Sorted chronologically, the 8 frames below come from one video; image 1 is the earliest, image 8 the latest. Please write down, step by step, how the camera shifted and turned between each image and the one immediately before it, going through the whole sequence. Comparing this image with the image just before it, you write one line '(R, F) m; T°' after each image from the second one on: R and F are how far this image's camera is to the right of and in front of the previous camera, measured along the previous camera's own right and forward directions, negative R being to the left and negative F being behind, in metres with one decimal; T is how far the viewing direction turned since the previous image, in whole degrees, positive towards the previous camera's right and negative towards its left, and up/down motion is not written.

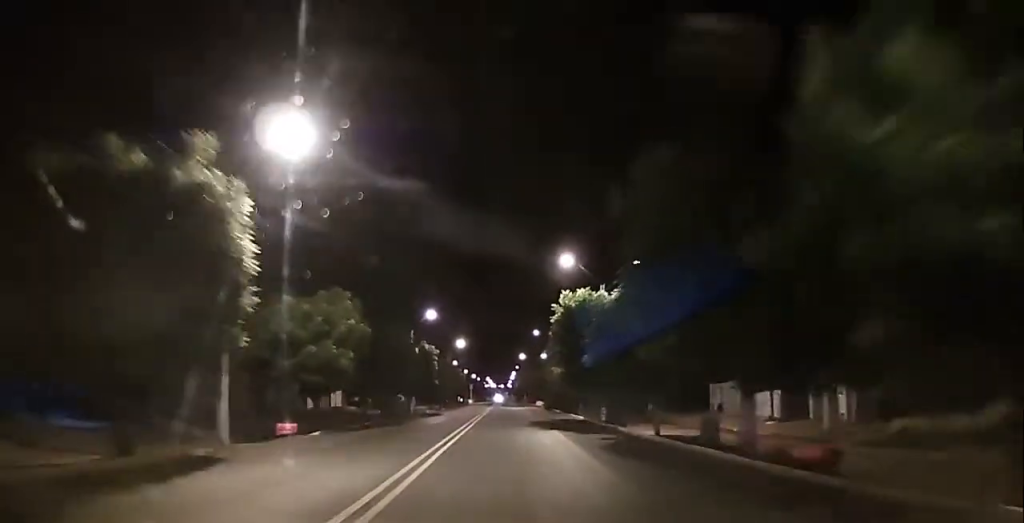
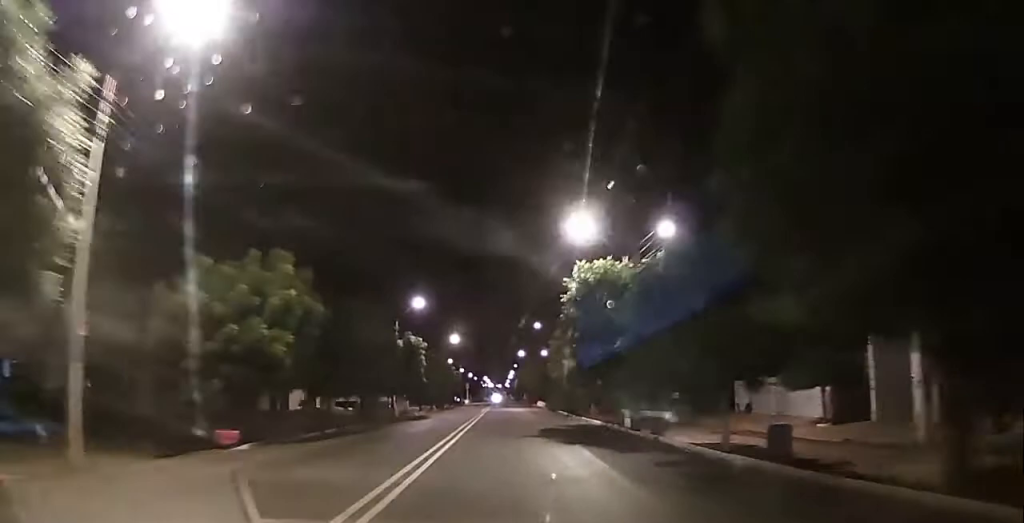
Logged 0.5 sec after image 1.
(-0.3, +7.2) m; 0°
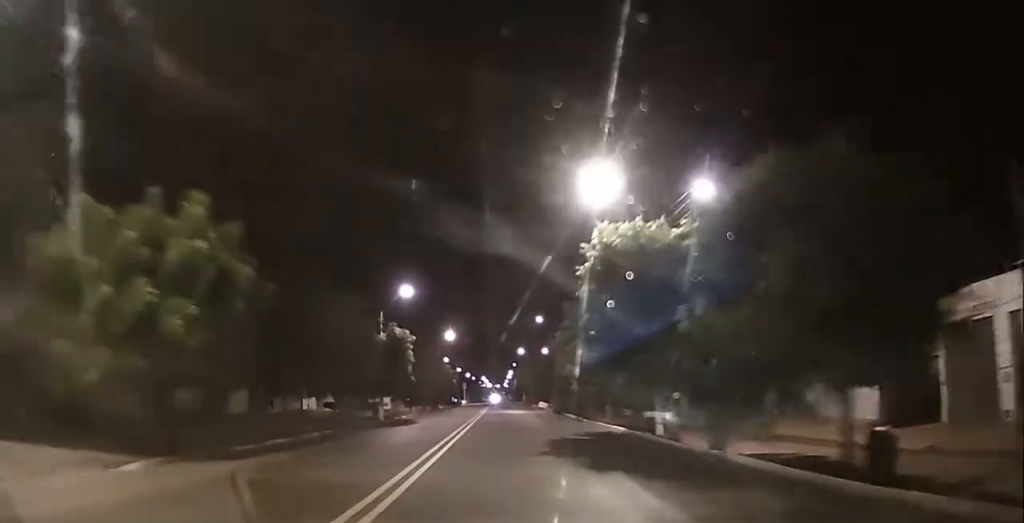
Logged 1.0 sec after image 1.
(0.0, +5.9) m; +1°
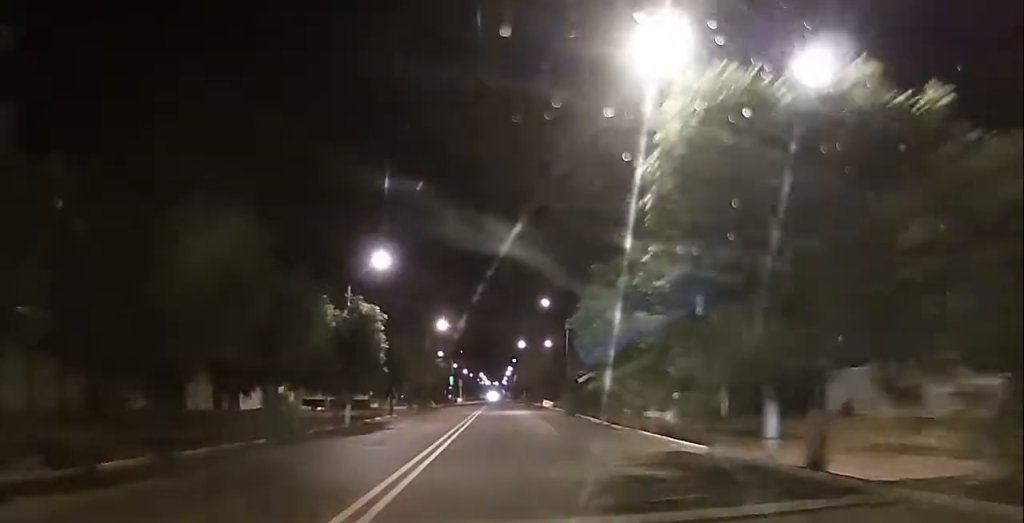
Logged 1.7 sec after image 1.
(+0.4, +9.5) m; +2°
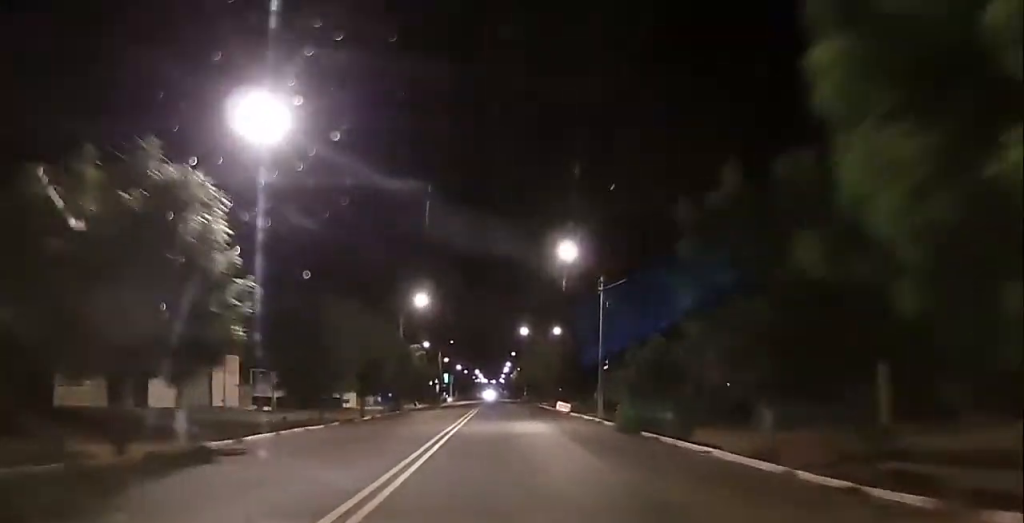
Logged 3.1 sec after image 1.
(-0.1, +18.7) m; 0°
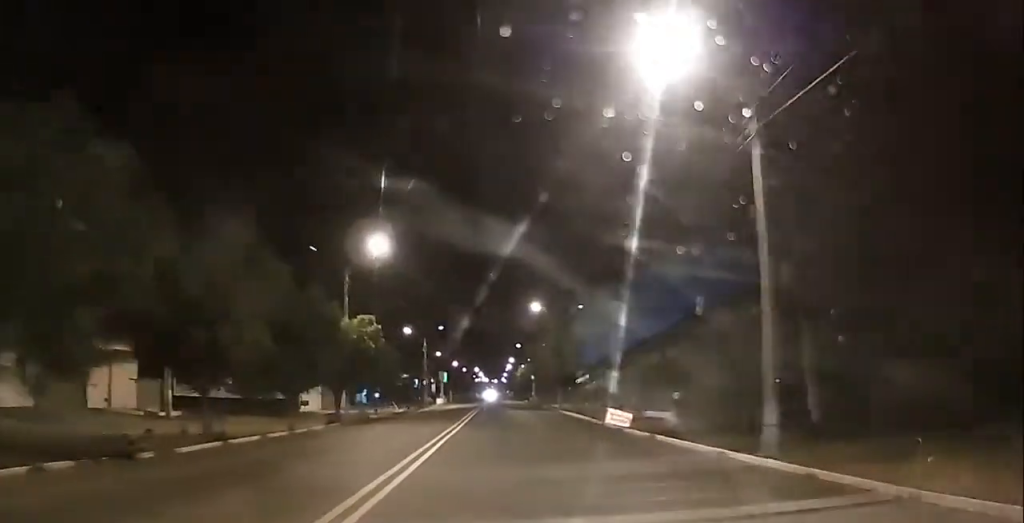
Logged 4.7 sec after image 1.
(+0.2, +21.5) m; +1°
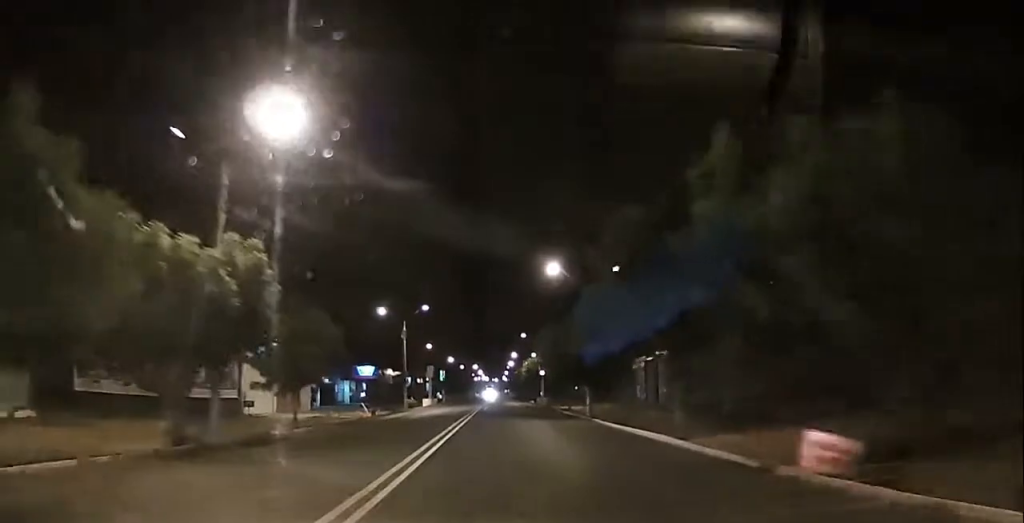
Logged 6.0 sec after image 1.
(-0.2, +17.1) m; -1°
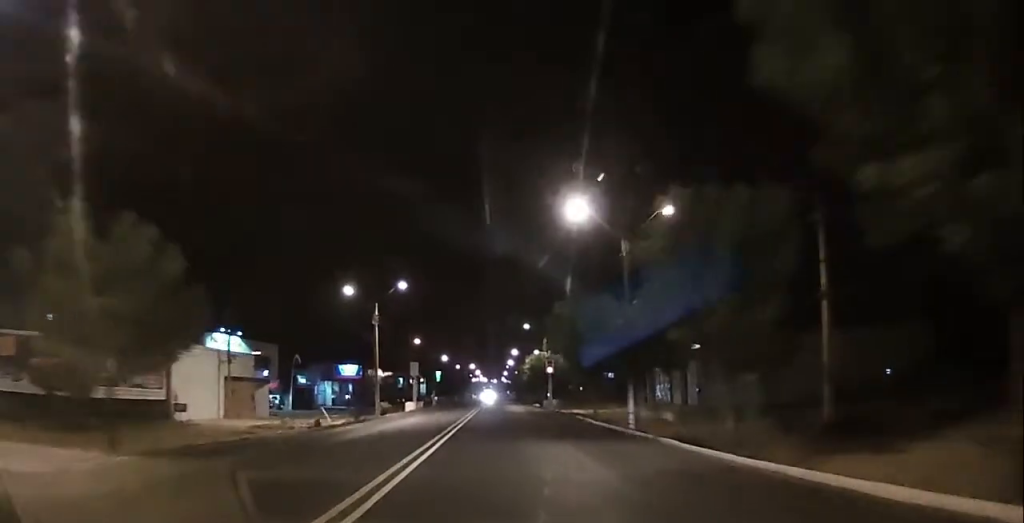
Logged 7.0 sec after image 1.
(0.0, +12.8) m; 0°
